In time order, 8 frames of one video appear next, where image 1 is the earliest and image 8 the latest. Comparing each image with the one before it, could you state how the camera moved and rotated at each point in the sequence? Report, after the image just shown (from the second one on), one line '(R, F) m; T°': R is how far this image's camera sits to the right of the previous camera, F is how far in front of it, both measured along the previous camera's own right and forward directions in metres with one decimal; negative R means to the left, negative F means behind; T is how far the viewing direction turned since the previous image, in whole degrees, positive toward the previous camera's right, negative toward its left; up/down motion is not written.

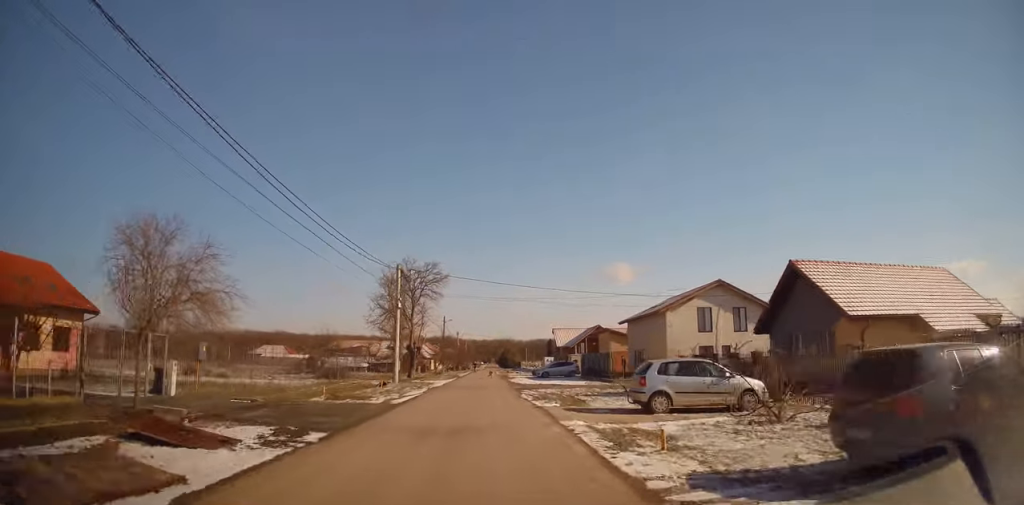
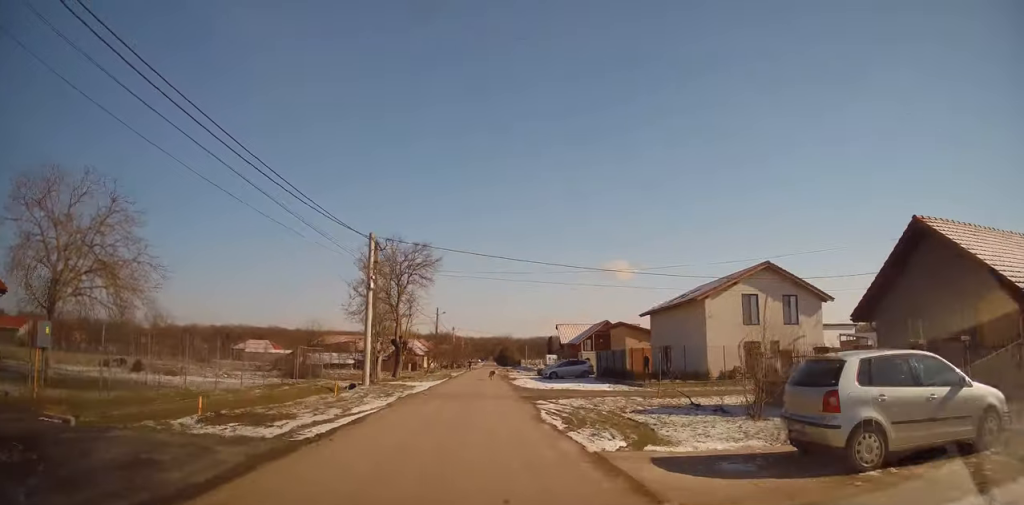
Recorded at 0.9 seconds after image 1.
(0.0, +7.7) m; +2°
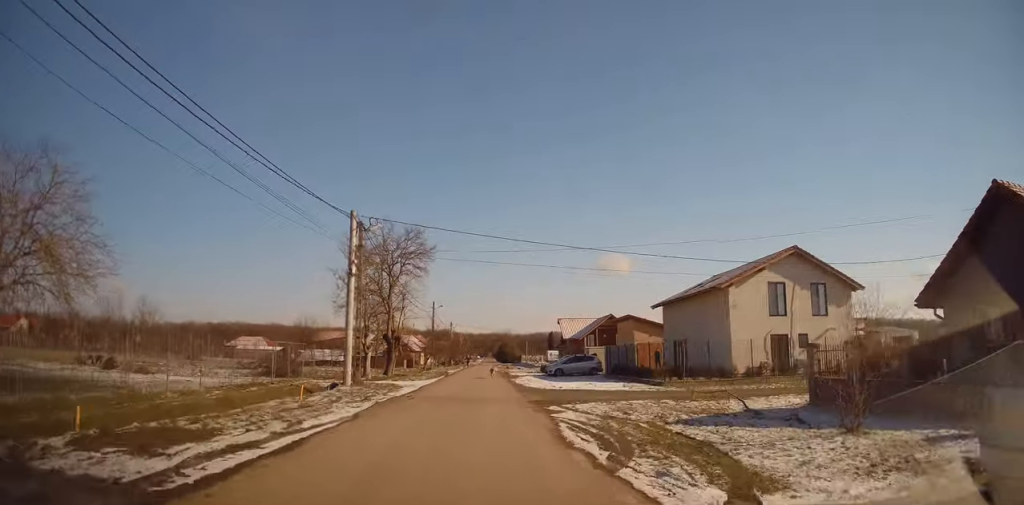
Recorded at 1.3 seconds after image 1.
(-0.1, +3.5) m; +1°
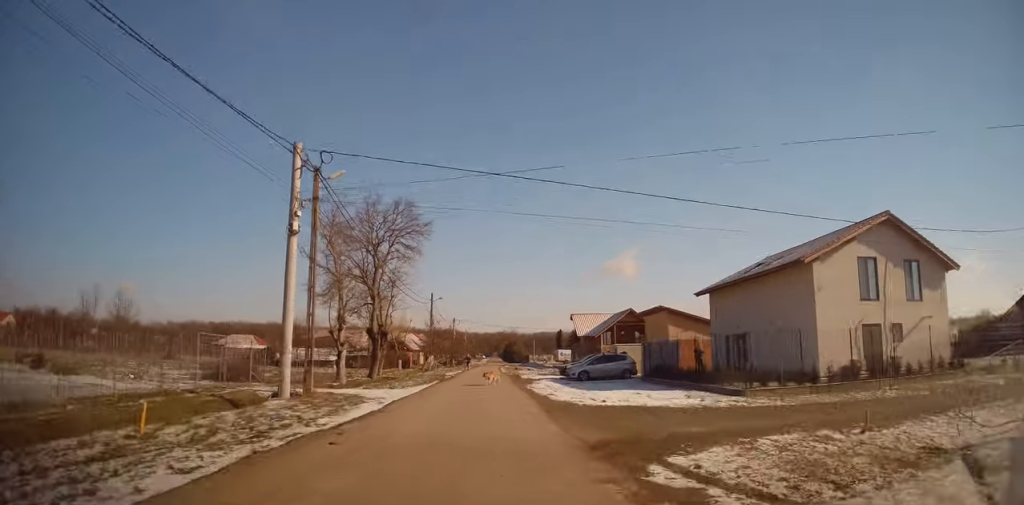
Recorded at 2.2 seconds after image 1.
(+0.5, +8.3) m; 0°
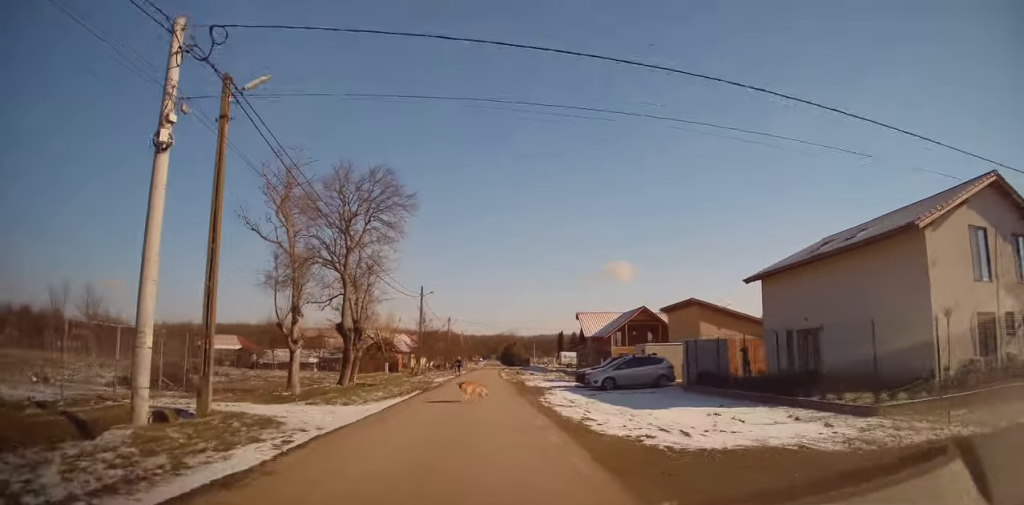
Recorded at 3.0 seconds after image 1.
(-0.3, +7.6) m; -2°
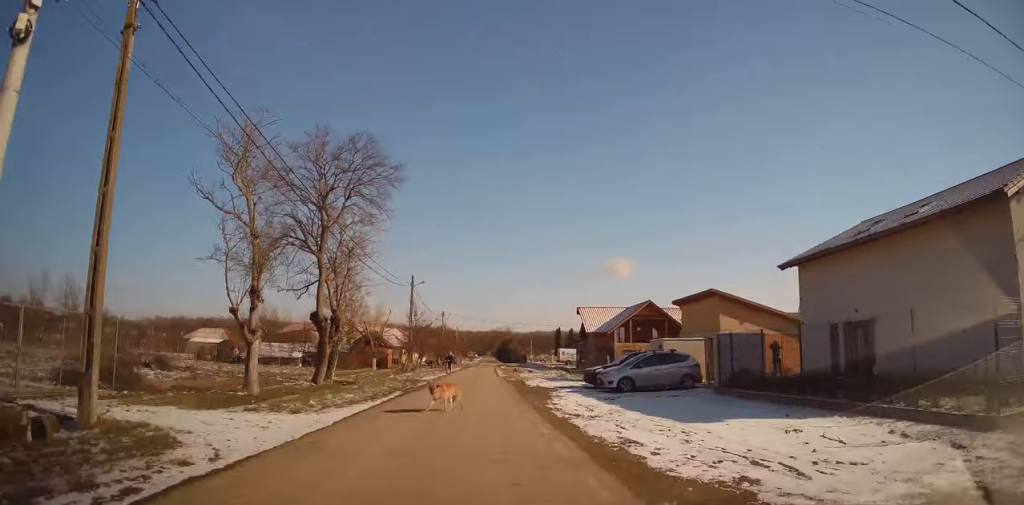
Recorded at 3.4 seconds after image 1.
(-0.1, +4.2) m; -1°
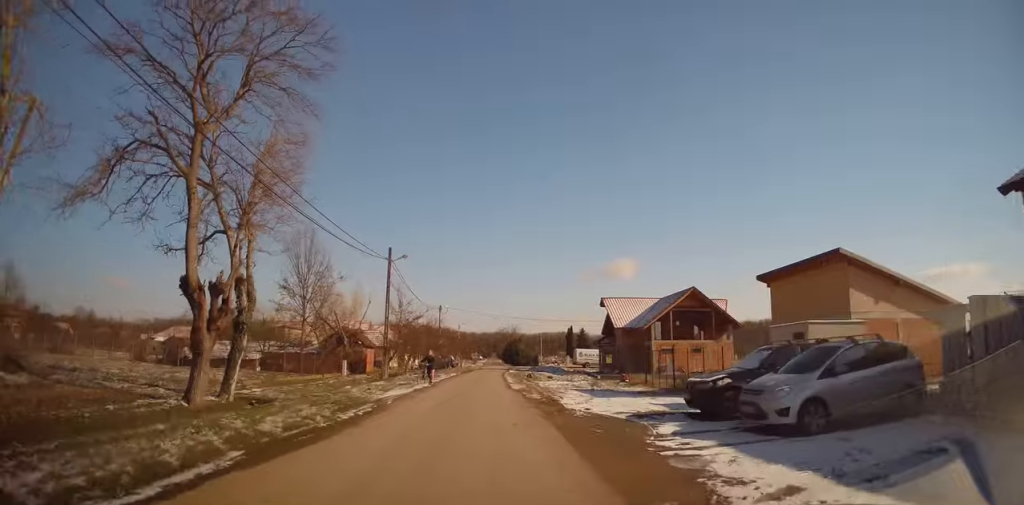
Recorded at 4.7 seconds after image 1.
(0.0, +13.0) m; +1°
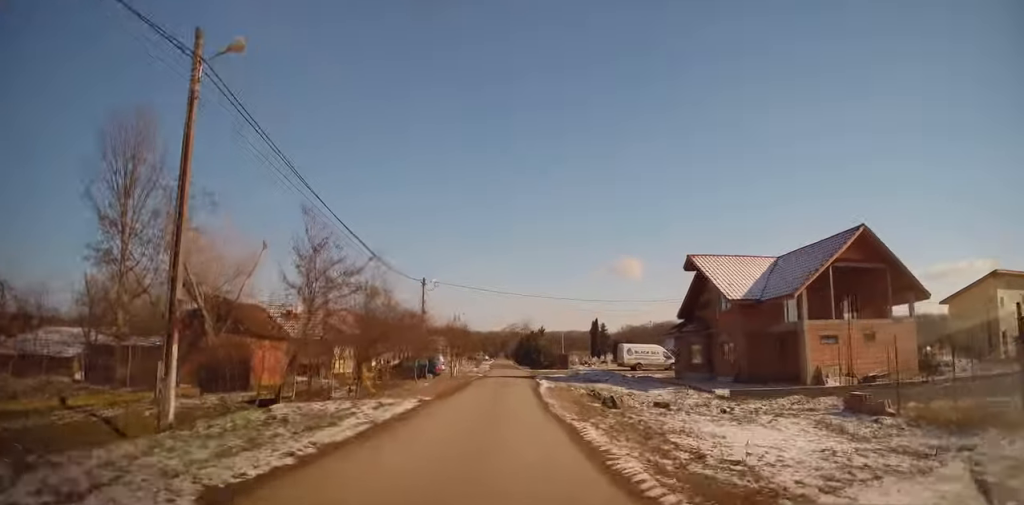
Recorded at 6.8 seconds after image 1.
(+0.6, +22.7) m; 0°
